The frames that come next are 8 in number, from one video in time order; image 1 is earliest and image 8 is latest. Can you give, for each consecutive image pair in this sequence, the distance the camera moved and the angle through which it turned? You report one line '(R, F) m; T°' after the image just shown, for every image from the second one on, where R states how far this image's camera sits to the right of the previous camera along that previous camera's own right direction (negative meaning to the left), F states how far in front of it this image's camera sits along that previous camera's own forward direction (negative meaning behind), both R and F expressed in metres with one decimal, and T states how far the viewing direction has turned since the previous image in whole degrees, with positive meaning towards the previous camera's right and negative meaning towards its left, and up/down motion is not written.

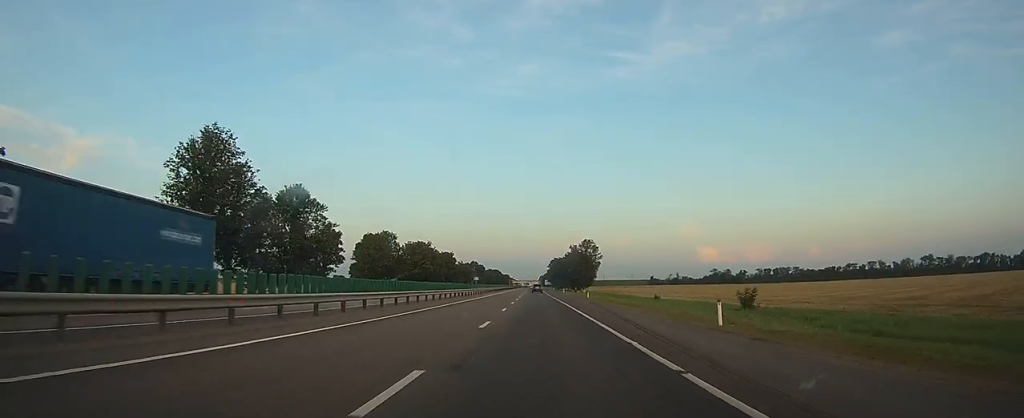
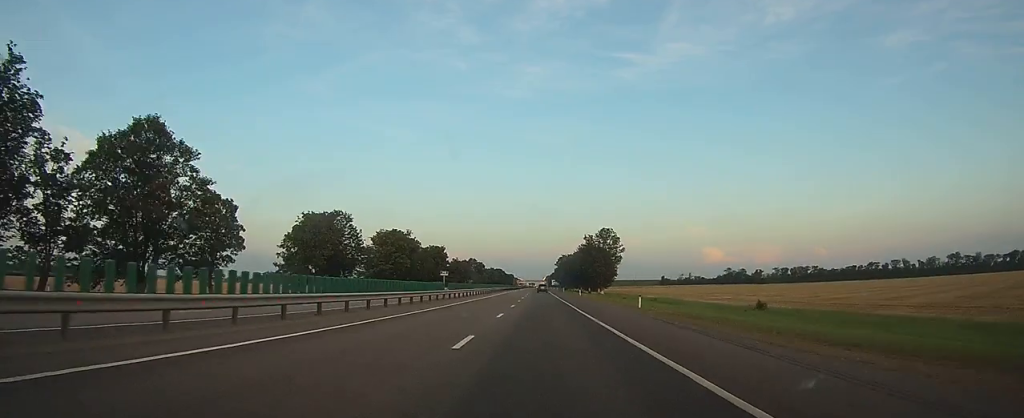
(-0.1, +29.7) m; -1°
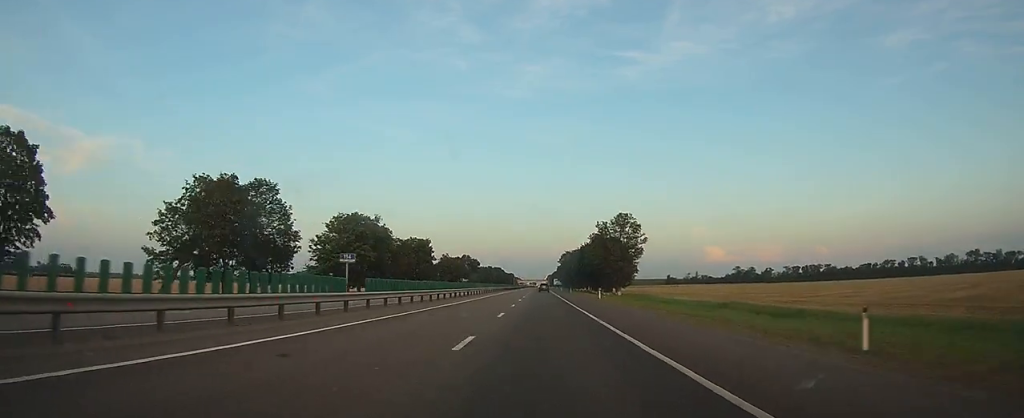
(-0.2, +24.0) m; -1°
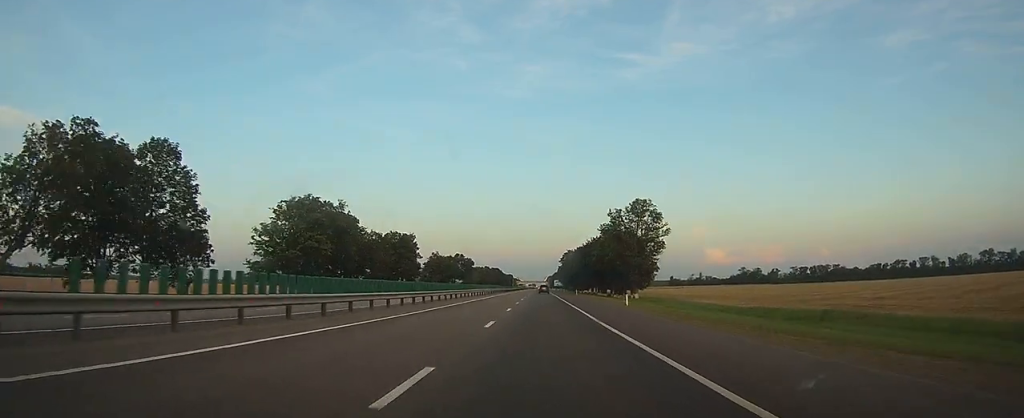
(0.0, +17.3) m; 0°
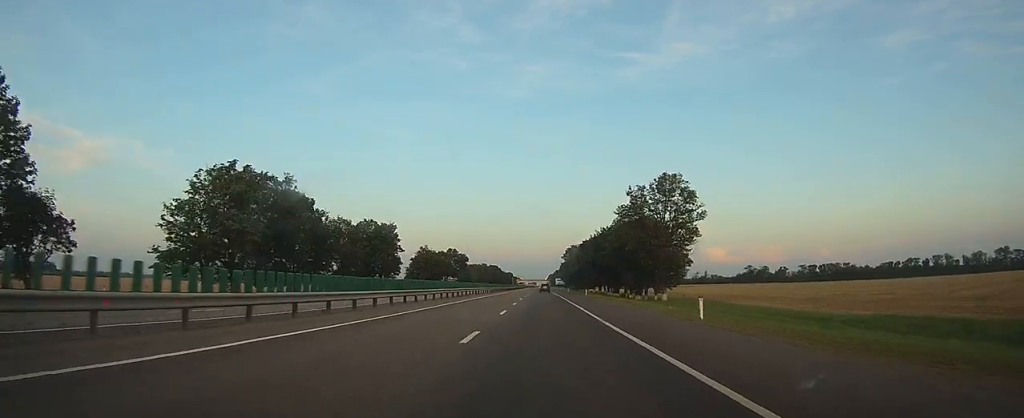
(0.0, +17.3) m; 0°
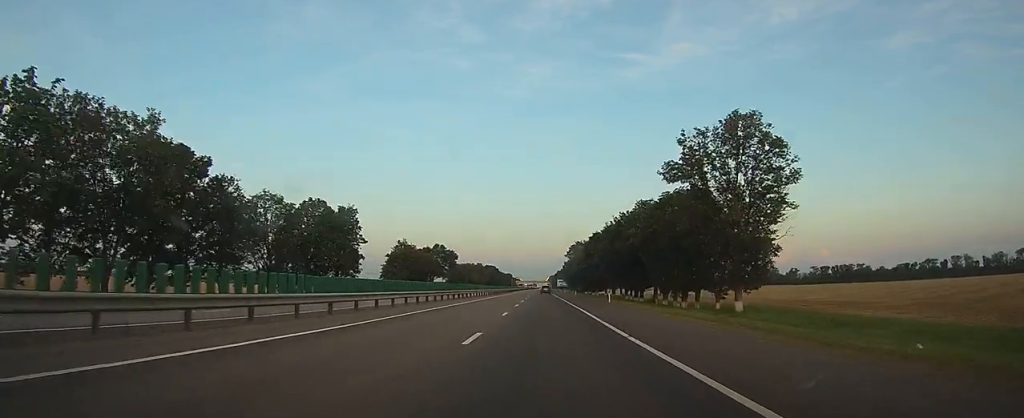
(-0.1, +23.6) m; 0°
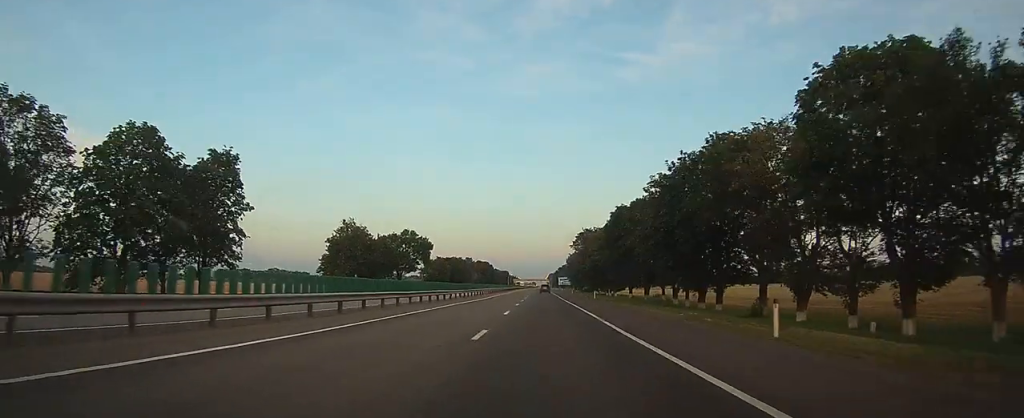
(0.0, +34.3) m; 0°
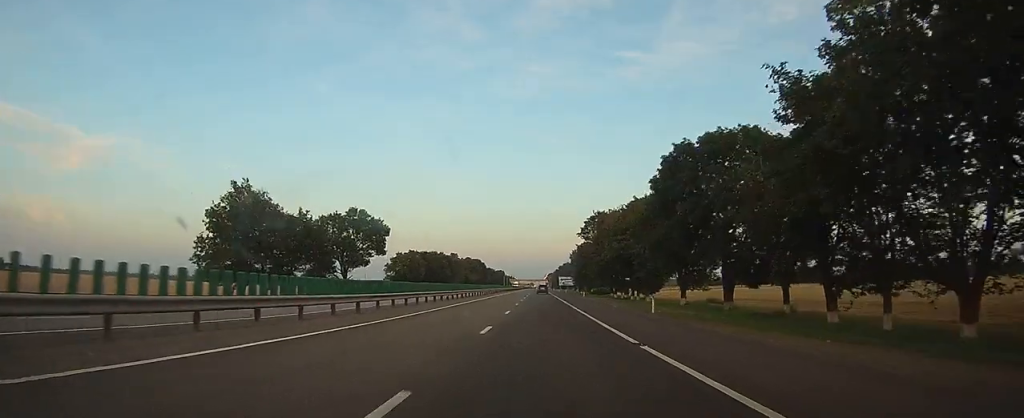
(0.0, +33.1) m; 0°
